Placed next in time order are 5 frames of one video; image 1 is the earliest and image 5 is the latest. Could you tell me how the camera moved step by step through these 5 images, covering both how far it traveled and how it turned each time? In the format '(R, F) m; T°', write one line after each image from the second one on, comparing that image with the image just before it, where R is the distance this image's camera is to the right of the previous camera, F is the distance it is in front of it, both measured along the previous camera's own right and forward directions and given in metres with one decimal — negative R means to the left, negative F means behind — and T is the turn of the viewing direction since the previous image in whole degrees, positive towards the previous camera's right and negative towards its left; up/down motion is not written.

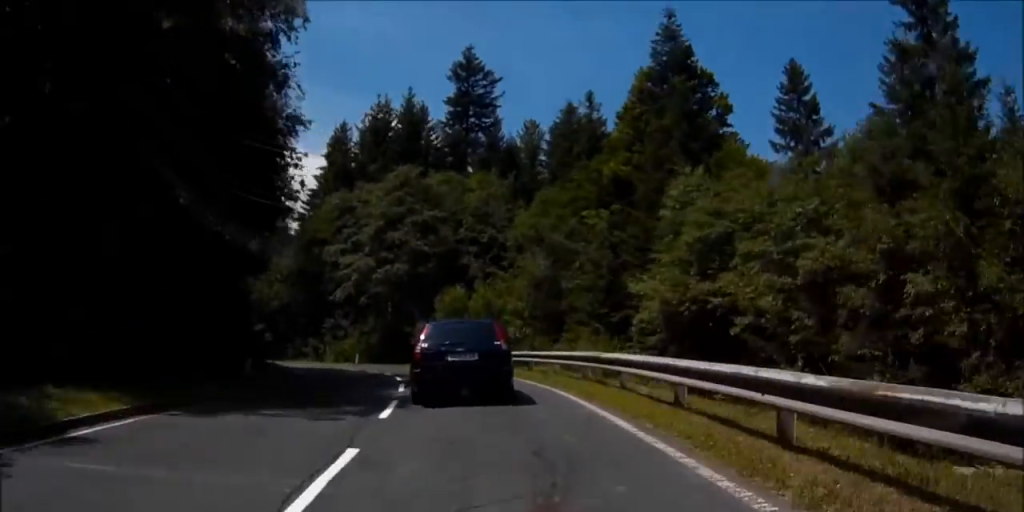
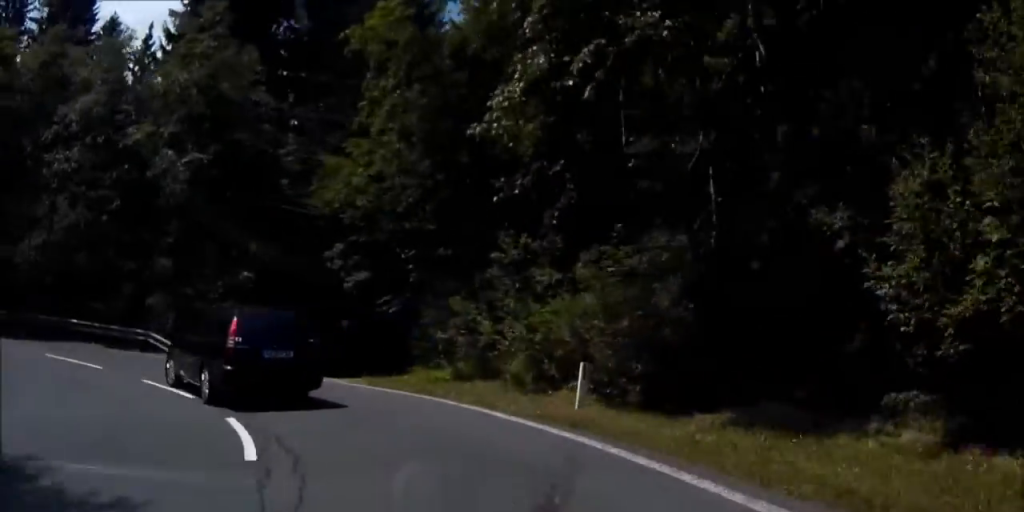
(-9.0, +34.5) m; -48°
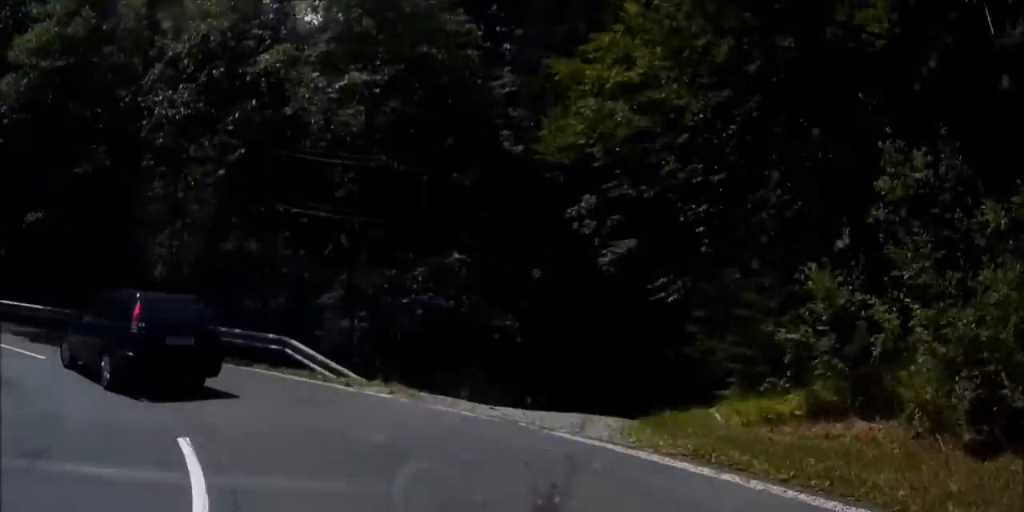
(-1.0, +8.7) m; -23°
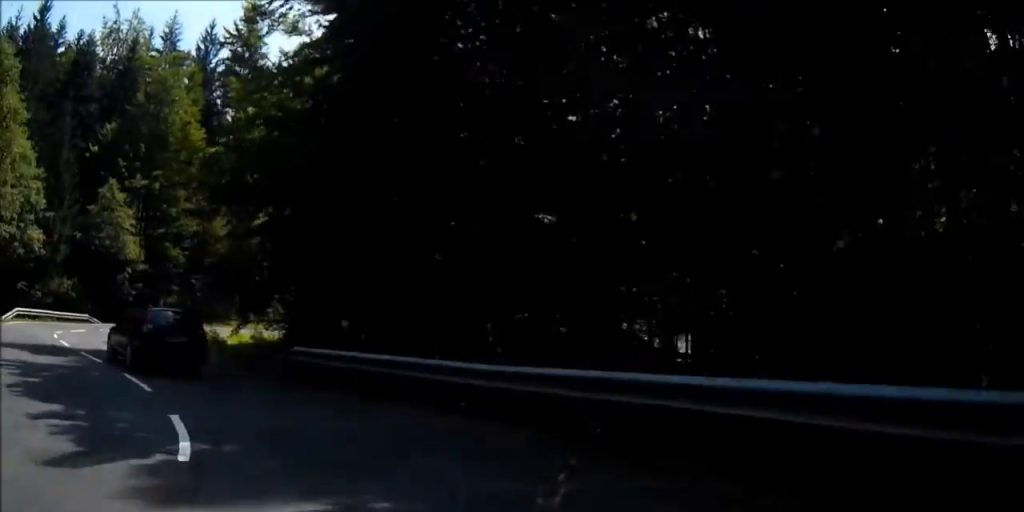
(-19.5, +20.4) m; -76°
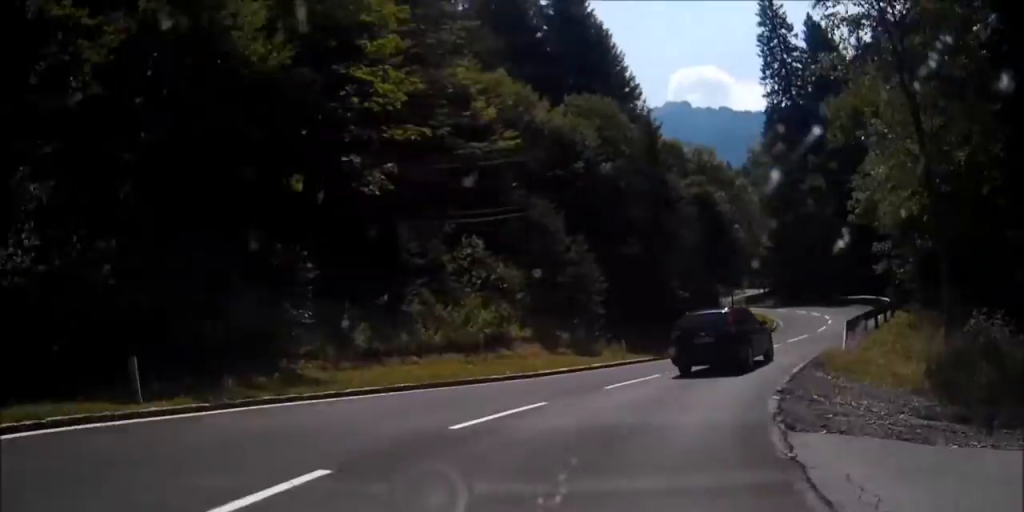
(+5.2, +51.7) m; +46°
